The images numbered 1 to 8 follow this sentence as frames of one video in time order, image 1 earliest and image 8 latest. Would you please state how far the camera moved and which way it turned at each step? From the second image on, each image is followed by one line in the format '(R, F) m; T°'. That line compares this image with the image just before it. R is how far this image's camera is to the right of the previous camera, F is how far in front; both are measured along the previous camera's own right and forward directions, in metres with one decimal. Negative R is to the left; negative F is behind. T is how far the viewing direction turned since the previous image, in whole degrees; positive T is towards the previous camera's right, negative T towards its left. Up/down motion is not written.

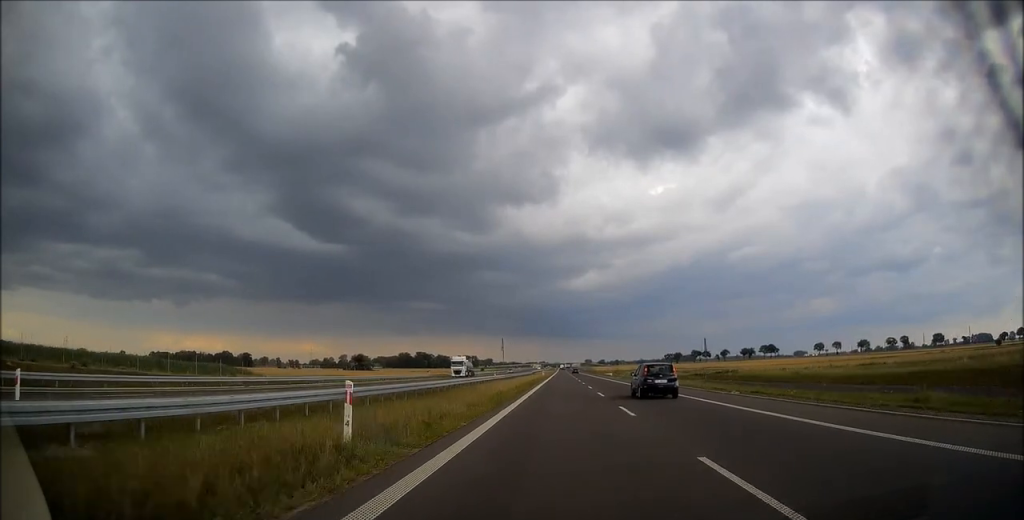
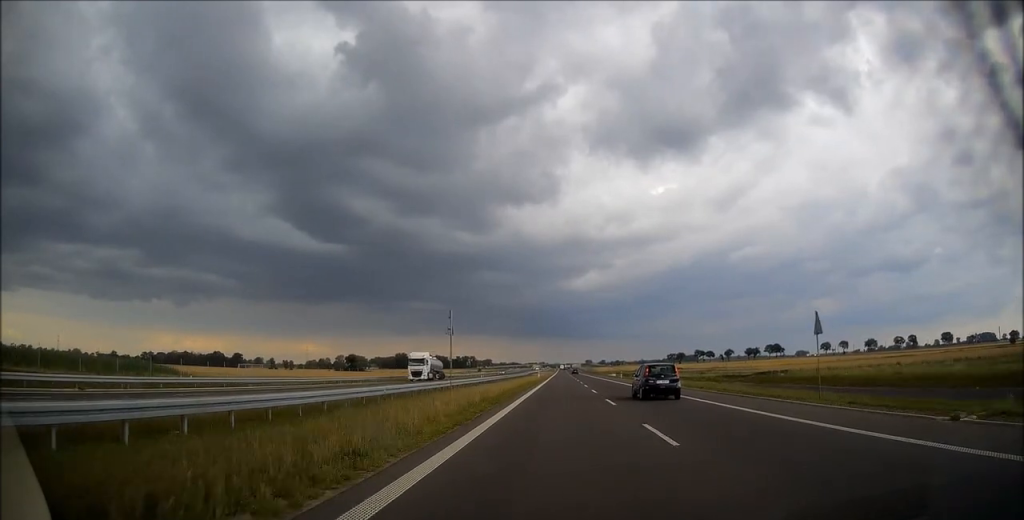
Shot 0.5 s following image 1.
(0.0, +18.5) m; 0°
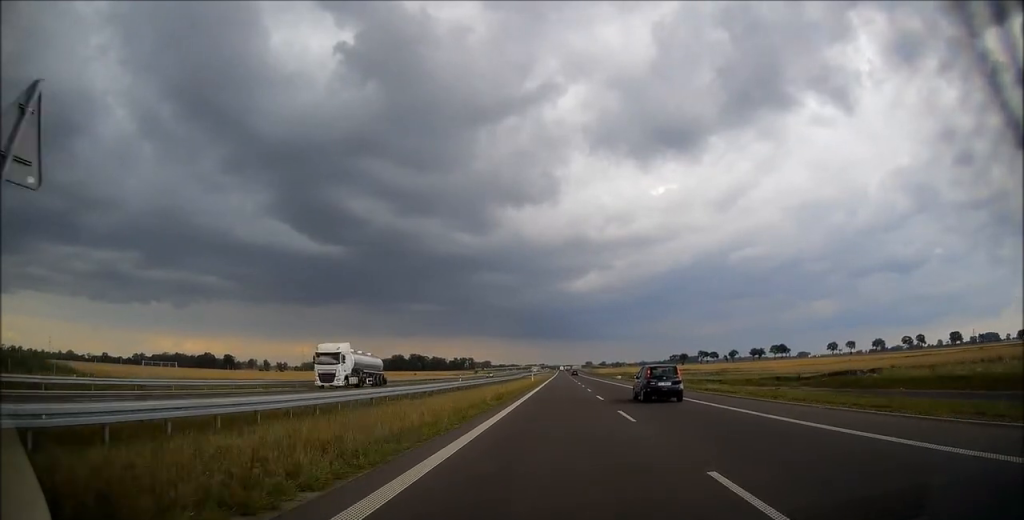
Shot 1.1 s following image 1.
(0.0, +18.6) m; 0°
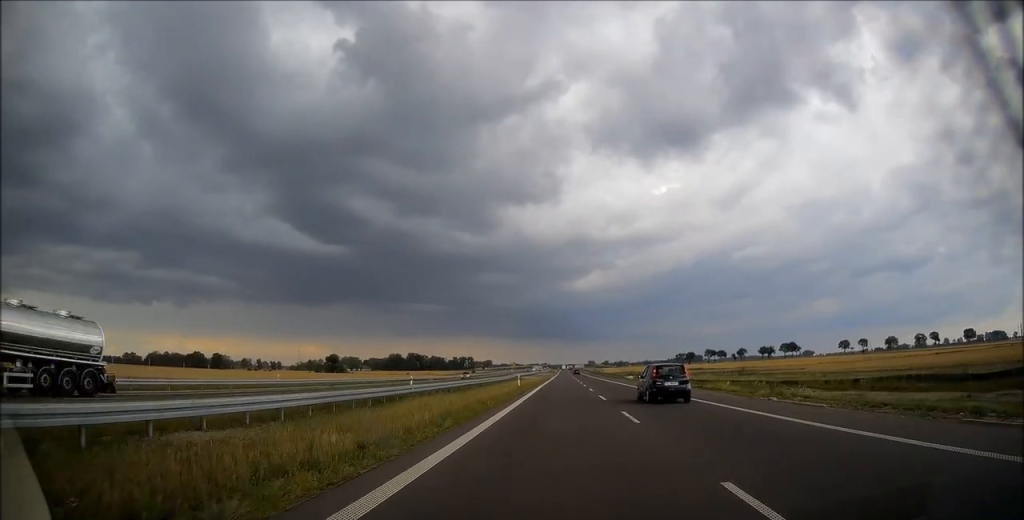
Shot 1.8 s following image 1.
(0.0, +24.6) m; 0°
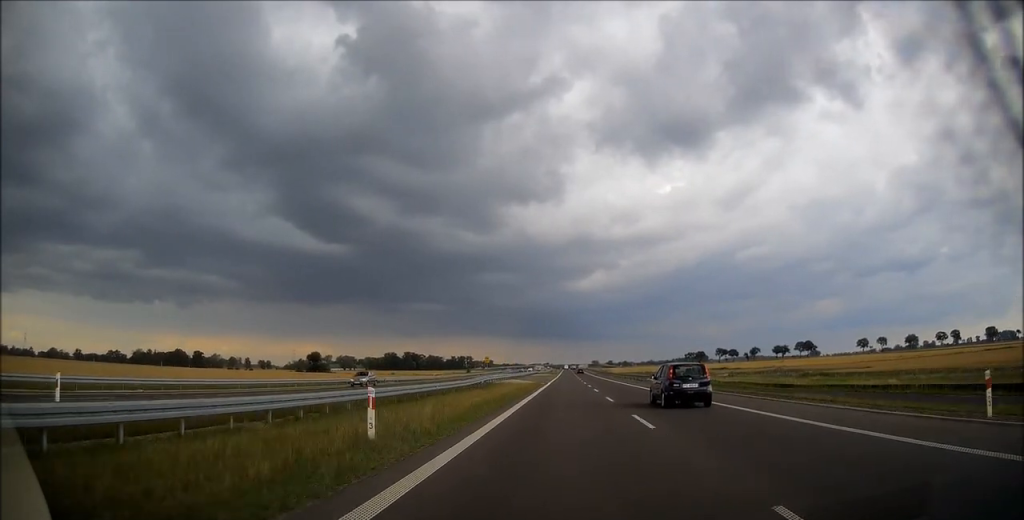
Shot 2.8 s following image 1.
(0.0, +36.9) m; 0°
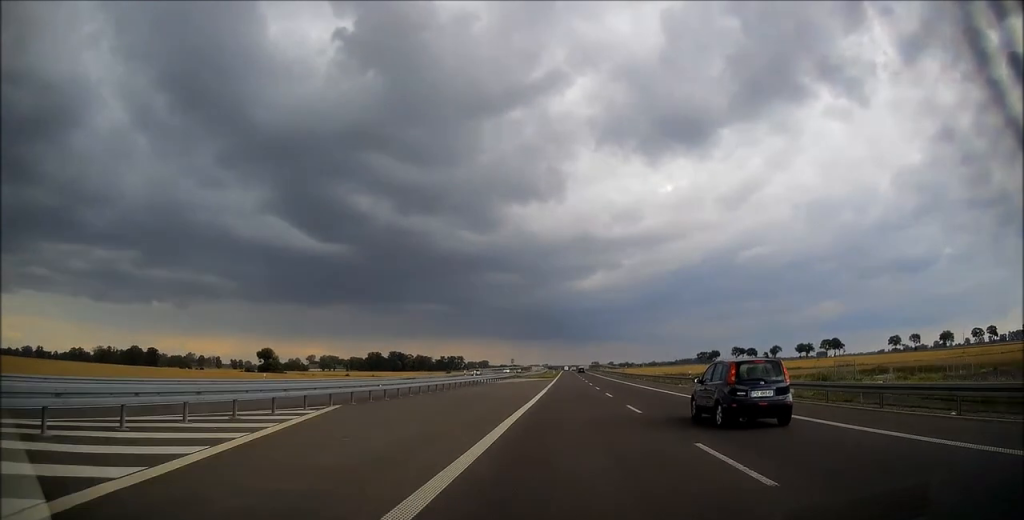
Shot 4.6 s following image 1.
(-0.3, +66.0) m; 0°
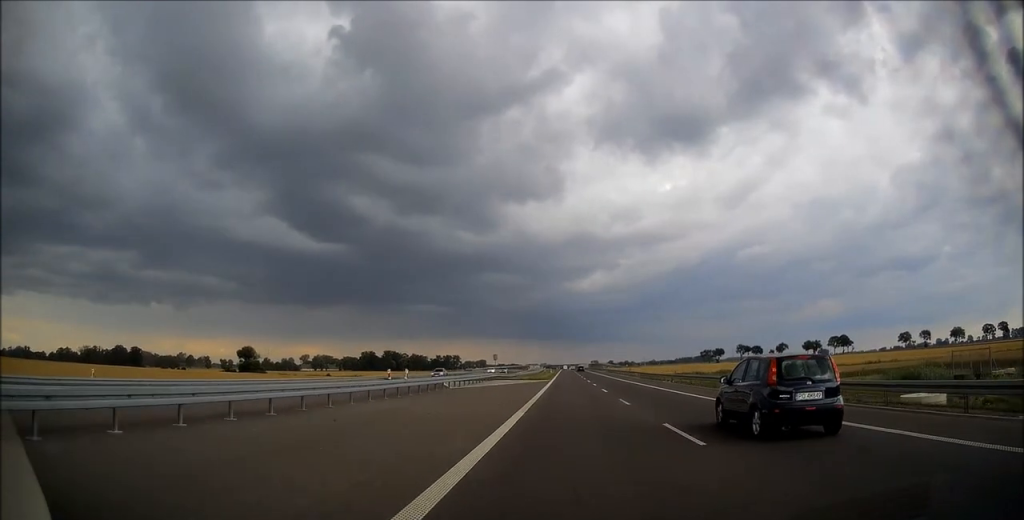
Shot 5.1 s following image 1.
(0.0, +20.0) m; 0°
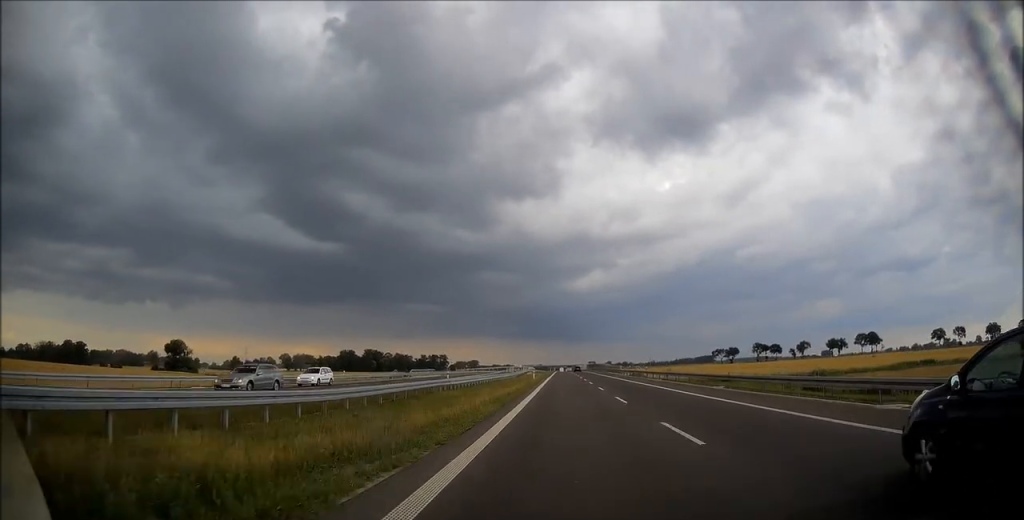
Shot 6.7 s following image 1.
(0.0, +59.3) m; 0°
